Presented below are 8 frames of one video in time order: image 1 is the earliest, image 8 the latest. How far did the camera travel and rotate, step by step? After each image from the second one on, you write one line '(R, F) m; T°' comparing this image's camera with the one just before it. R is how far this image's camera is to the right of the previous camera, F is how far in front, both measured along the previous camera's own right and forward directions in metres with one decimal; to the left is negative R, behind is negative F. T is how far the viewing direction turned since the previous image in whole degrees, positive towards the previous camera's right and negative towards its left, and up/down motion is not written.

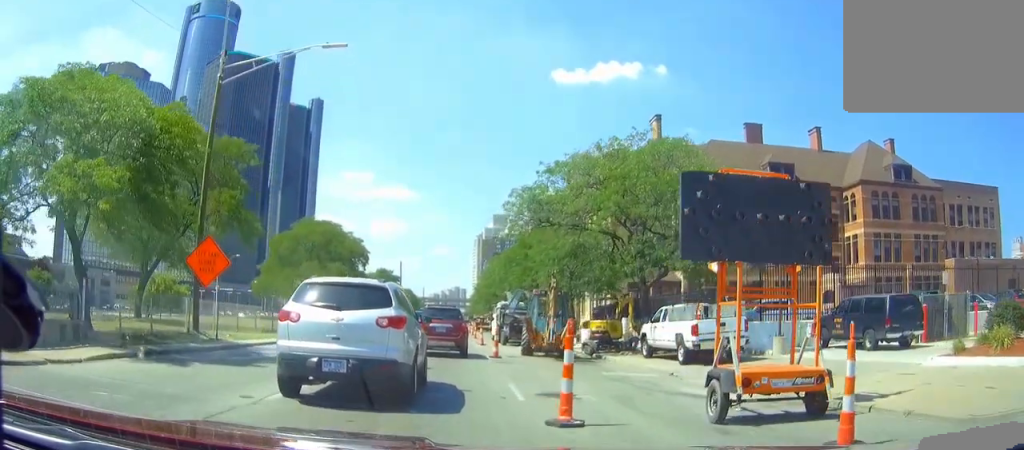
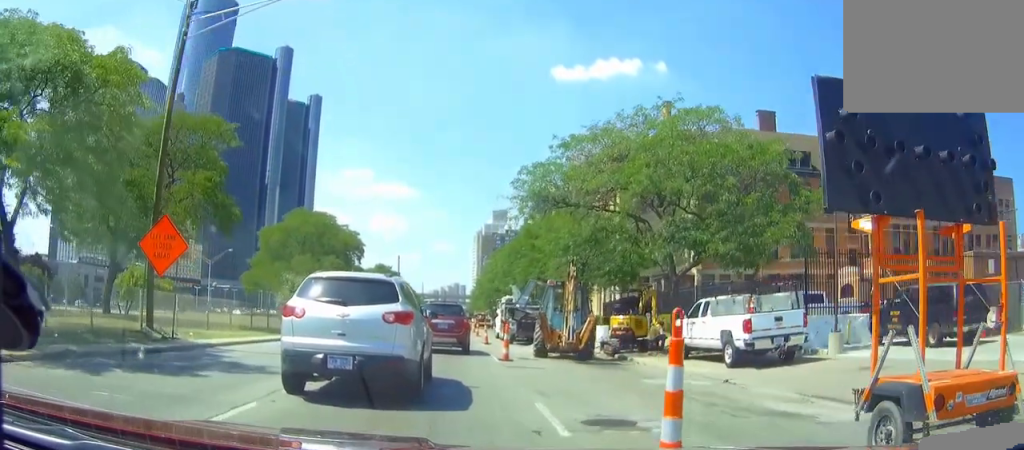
(0.0, +3.8) m; 0°
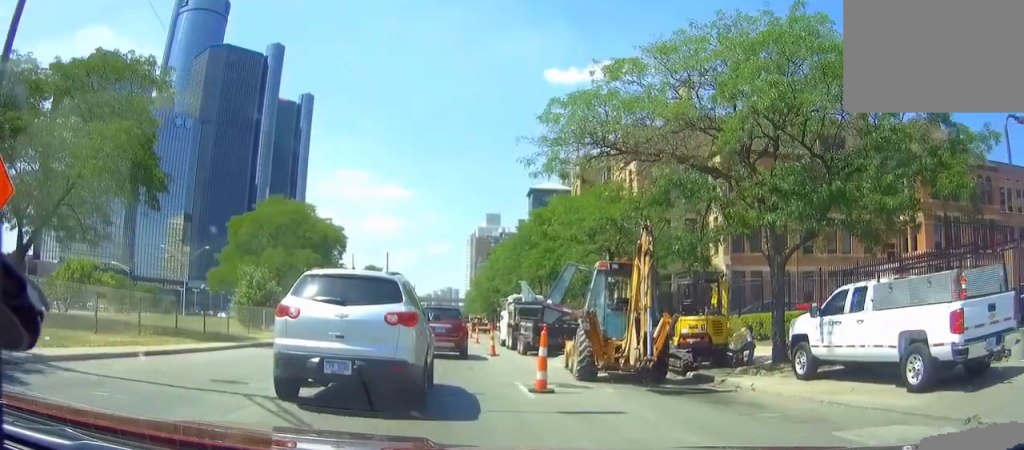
(0.0, +7.4) m; +1°
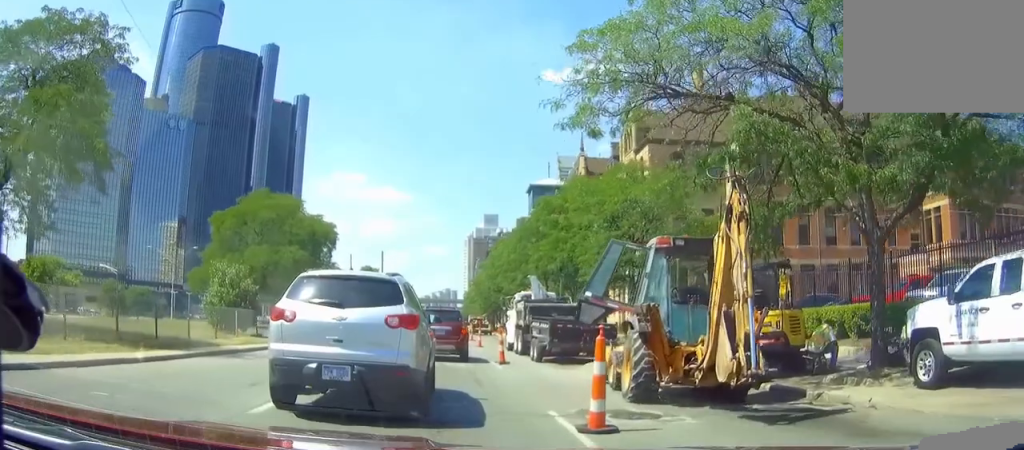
(+0.1, +4.1) m; +1°
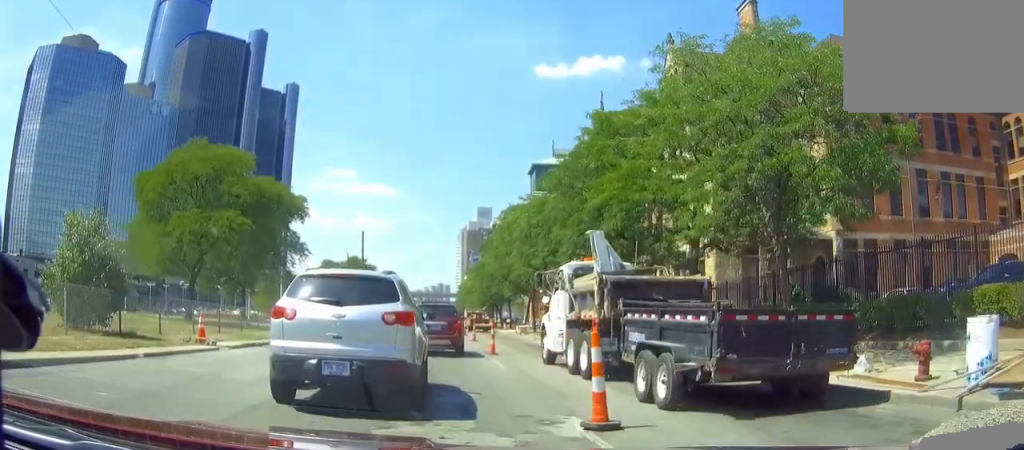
(+0.1, +13.5) m; 0°
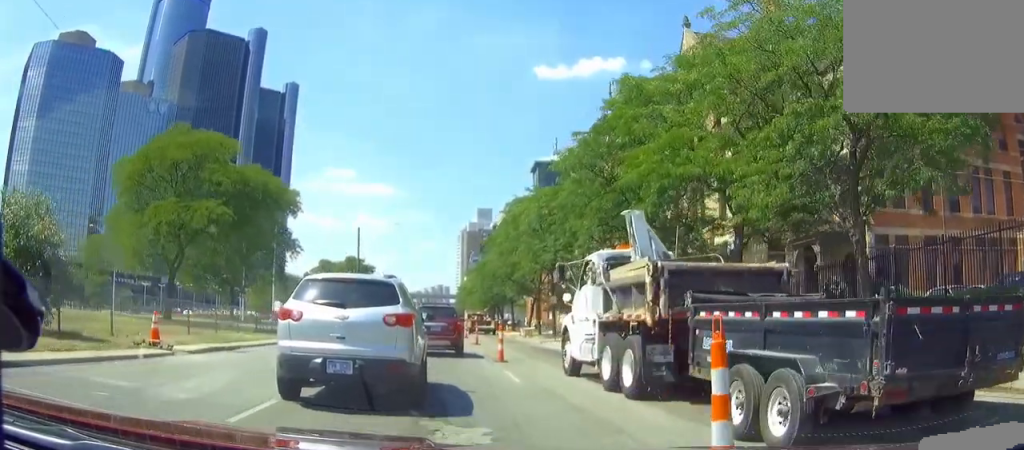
(0.0, +3.8) m; 0°
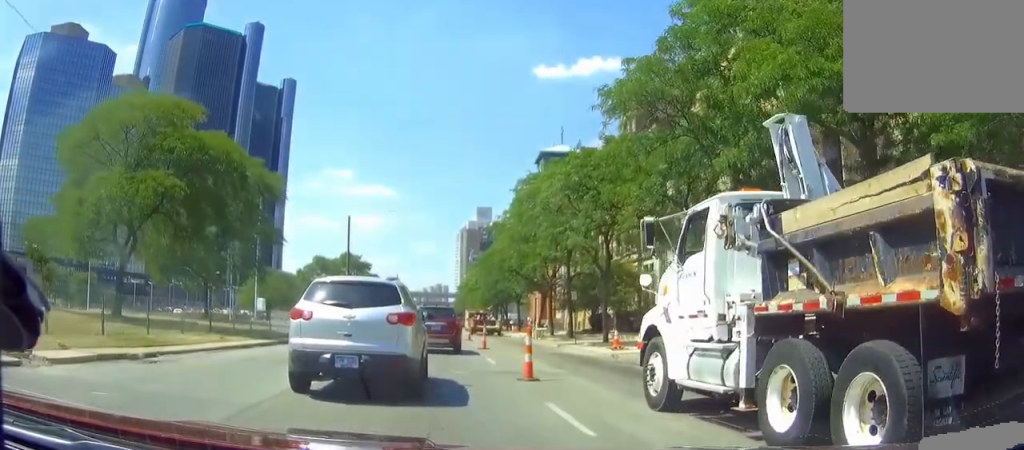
(0.0, +7.3) m; 0°
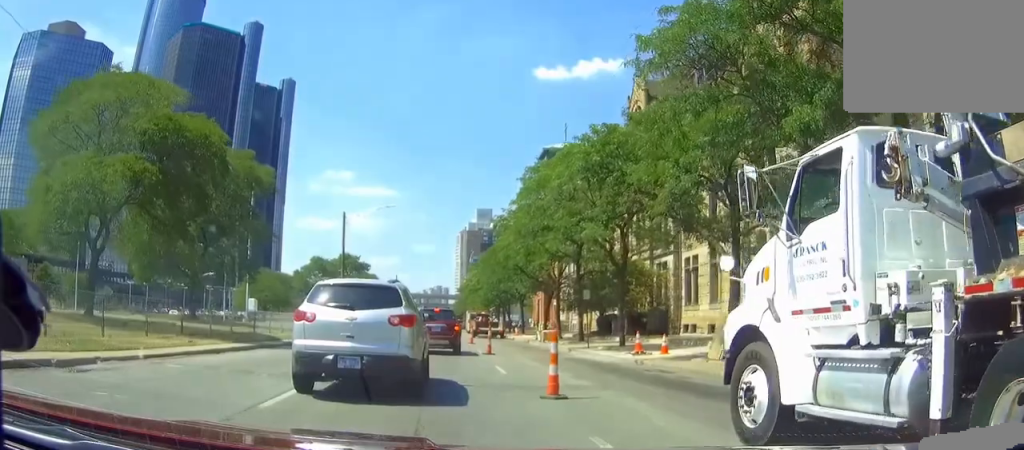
(0.0, +3.2) m; 0°
